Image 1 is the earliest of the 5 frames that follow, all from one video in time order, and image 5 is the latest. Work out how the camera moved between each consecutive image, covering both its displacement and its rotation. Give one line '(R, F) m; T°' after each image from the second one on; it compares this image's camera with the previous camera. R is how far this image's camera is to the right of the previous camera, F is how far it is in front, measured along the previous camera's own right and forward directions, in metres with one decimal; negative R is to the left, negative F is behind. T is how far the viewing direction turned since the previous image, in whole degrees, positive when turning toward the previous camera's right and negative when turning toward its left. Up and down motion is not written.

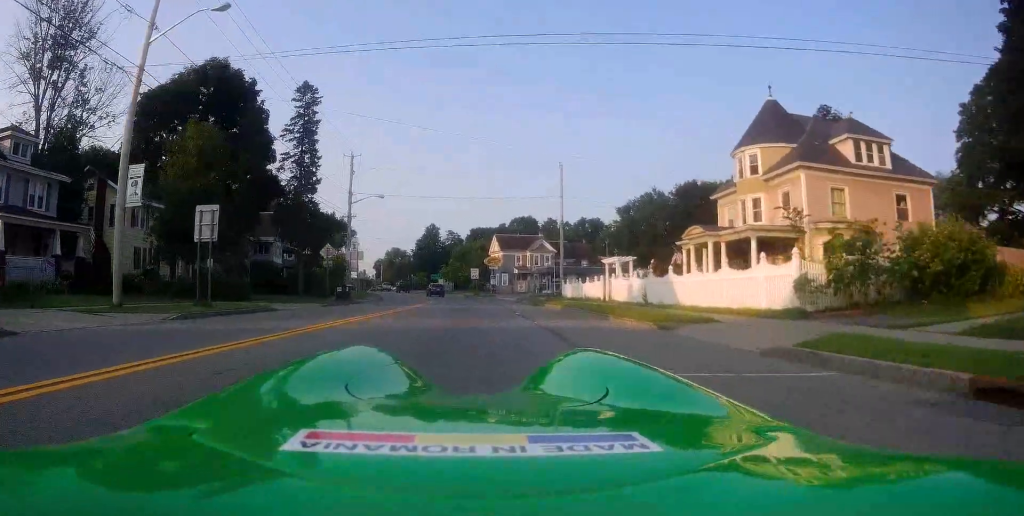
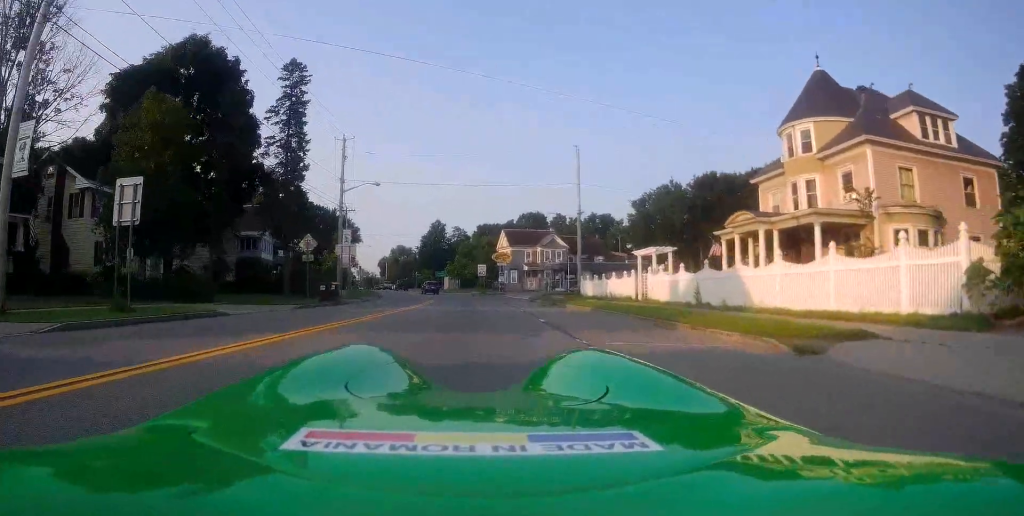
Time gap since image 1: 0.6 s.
(0.0, +5.6) m; -1°
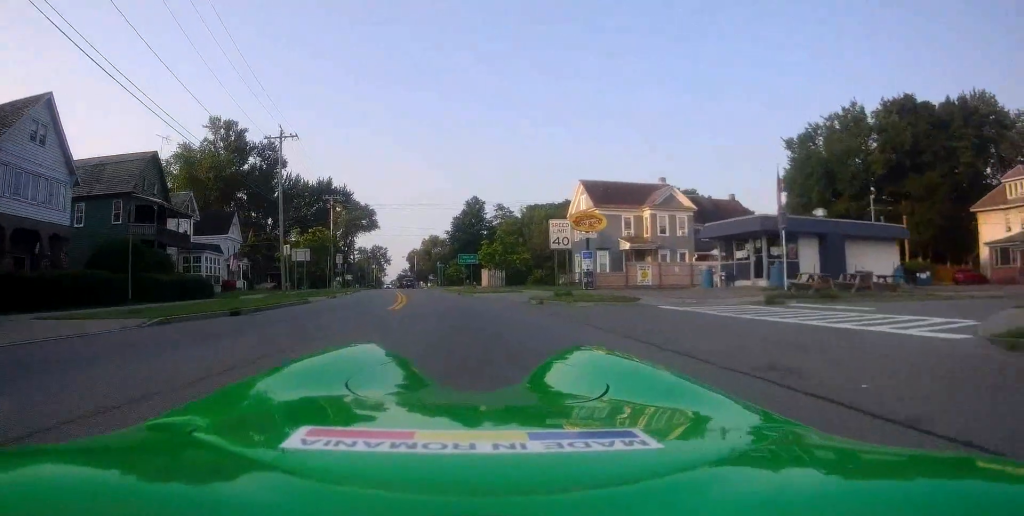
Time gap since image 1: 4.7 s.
(-3.1, +40.1) m; -7°
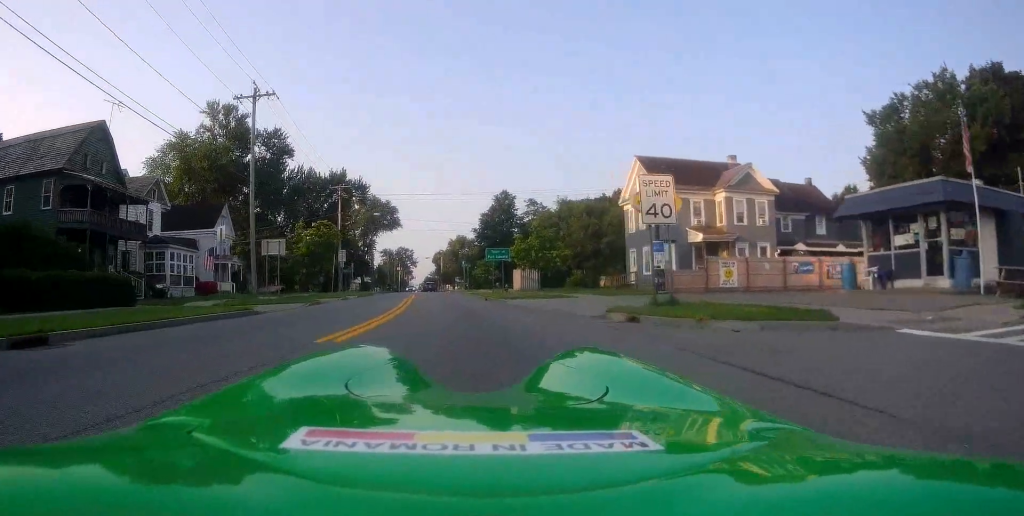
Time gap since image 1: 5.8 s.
(-0.3, +10.2) m; -3°
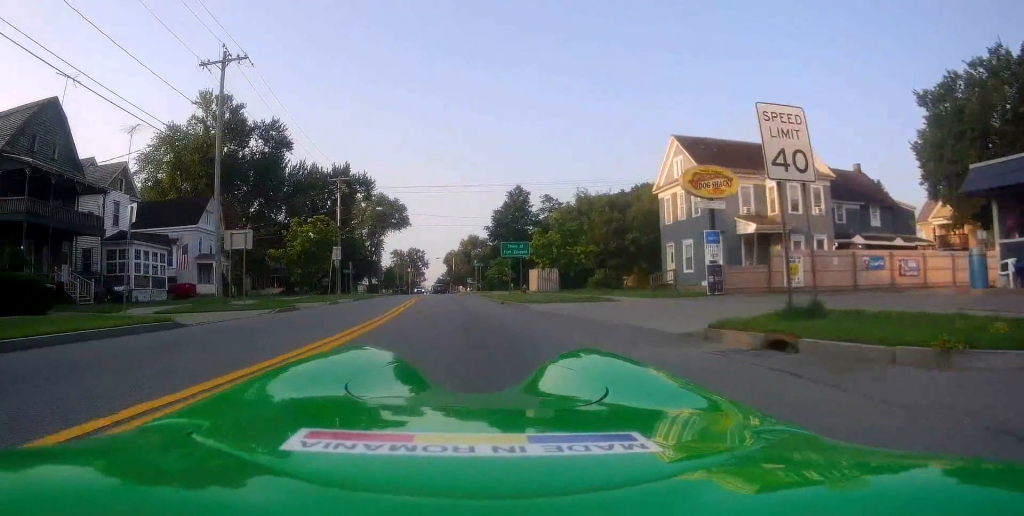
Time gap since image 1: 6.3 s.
(+0.1, +5.7) m; -1°
